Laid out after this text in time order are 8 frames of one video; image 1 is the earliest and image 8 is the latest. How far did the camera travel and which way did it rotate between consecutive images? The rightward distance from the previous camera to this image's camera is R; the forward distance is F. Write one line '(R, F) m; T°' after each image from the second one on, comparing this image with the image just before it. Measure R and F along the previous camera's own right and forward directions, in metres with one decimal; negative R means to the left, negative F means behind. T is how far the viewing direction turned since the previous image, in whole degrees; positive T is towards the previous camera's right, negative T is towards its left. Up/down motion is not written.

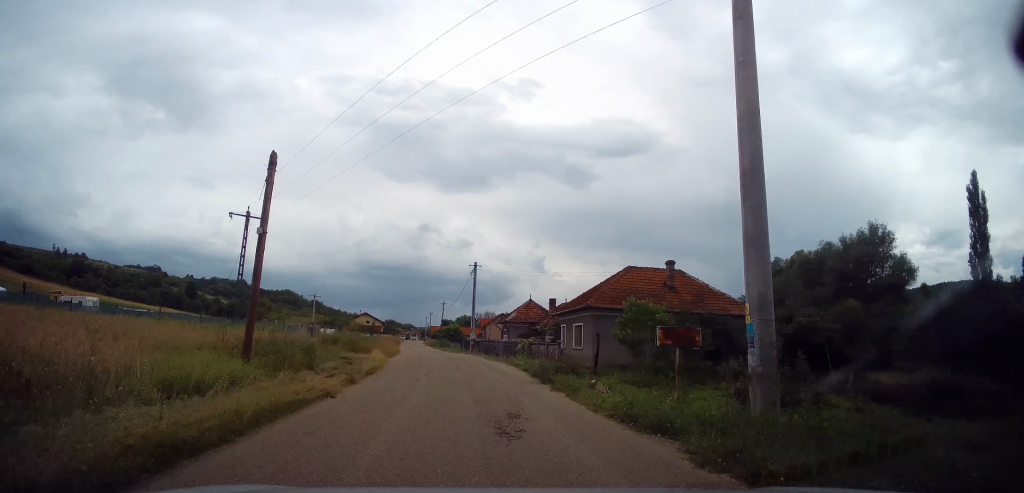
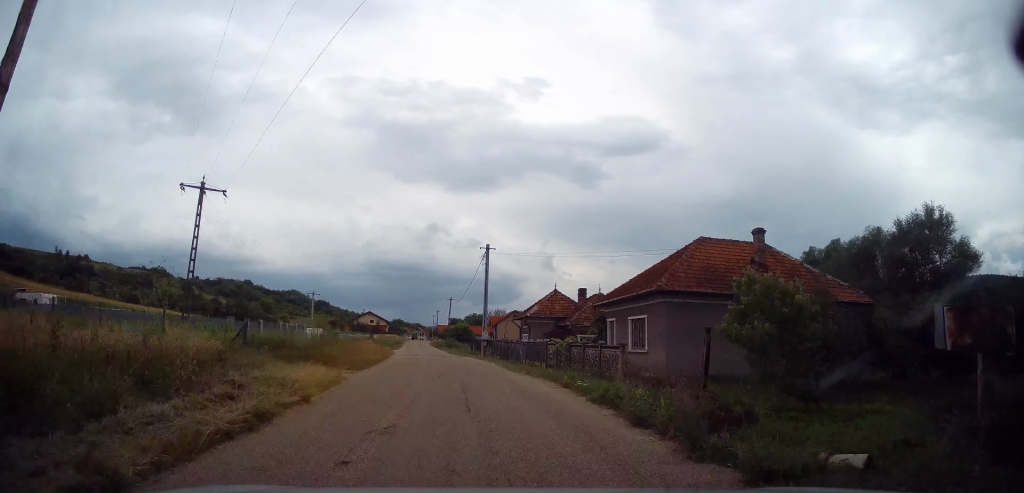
(-0.1, +10.2) m; -2°
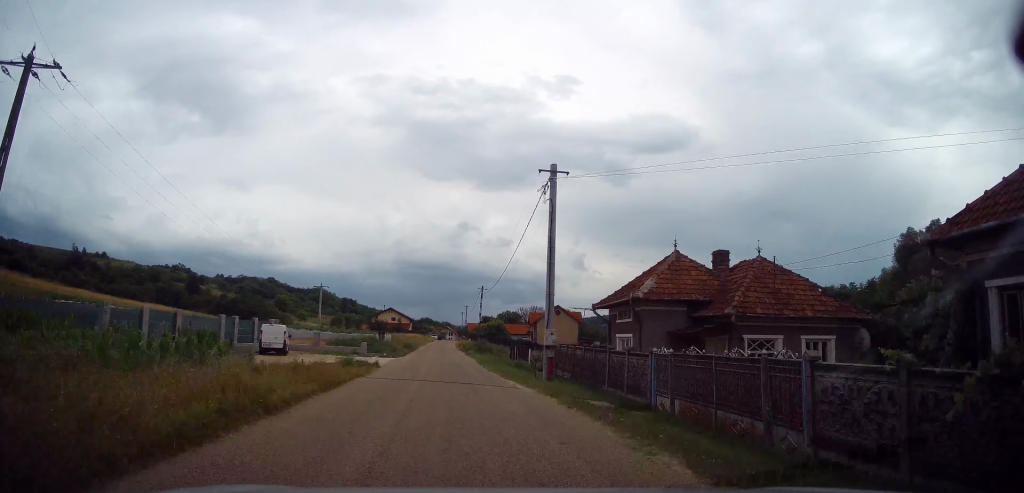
(-0.6, +19.1) m; -2°
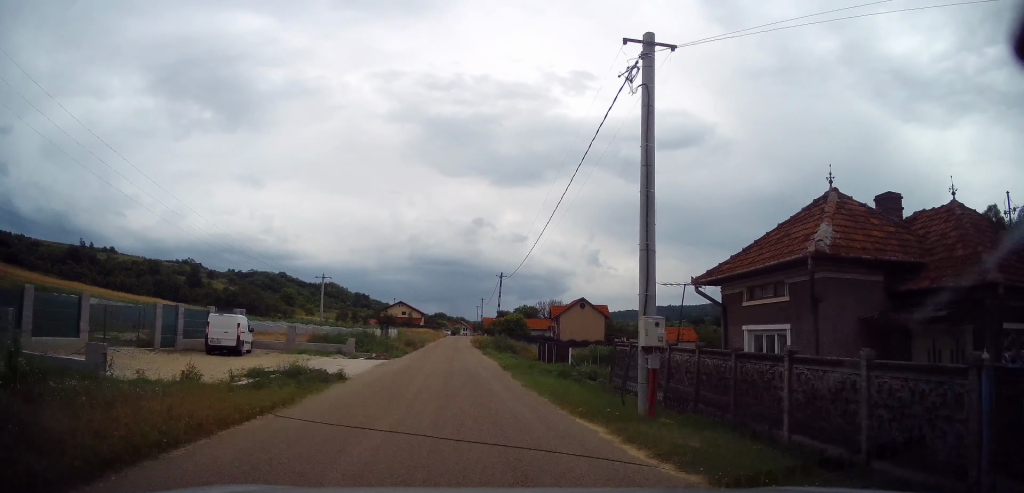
(0.0, +9.3) m; -1°
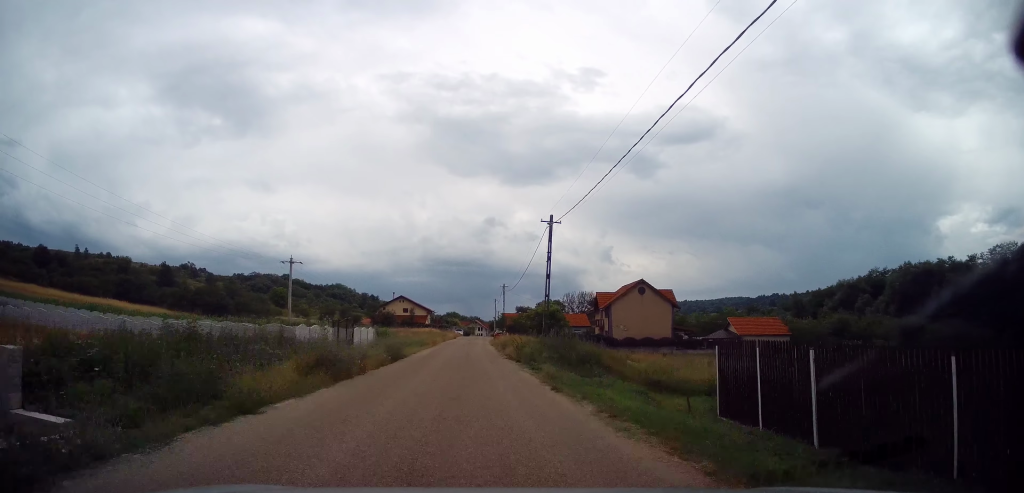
(-0.7, +25.1) m; -2°
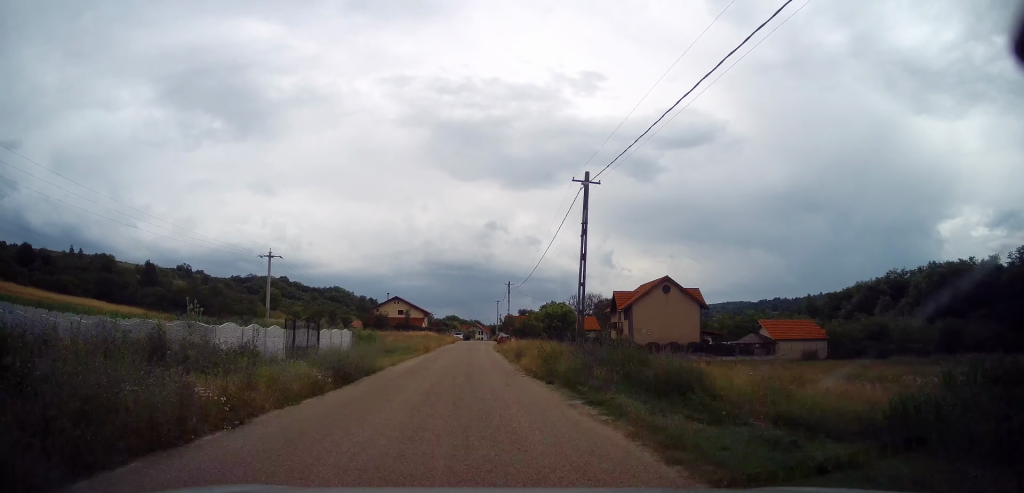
(0.0, +8.5) m; 0°
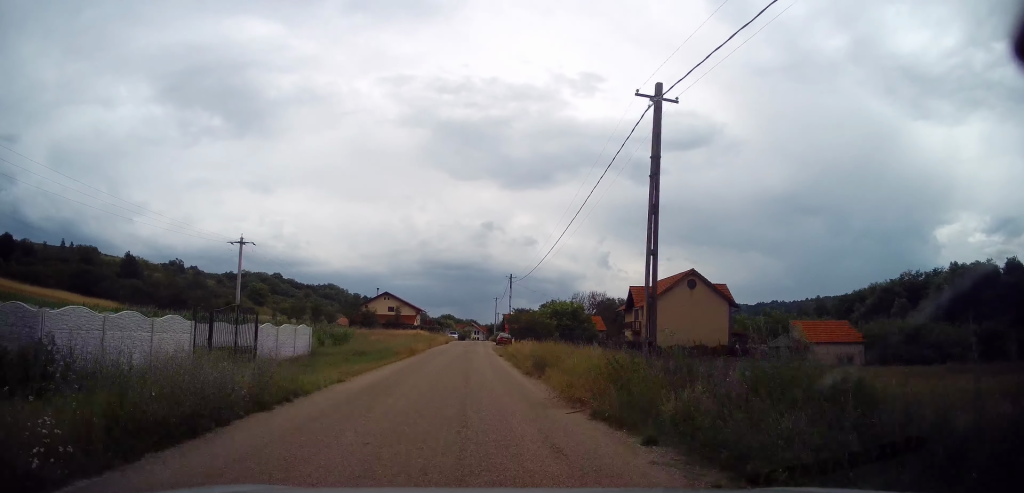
(0.0, +8.0) m; 0°
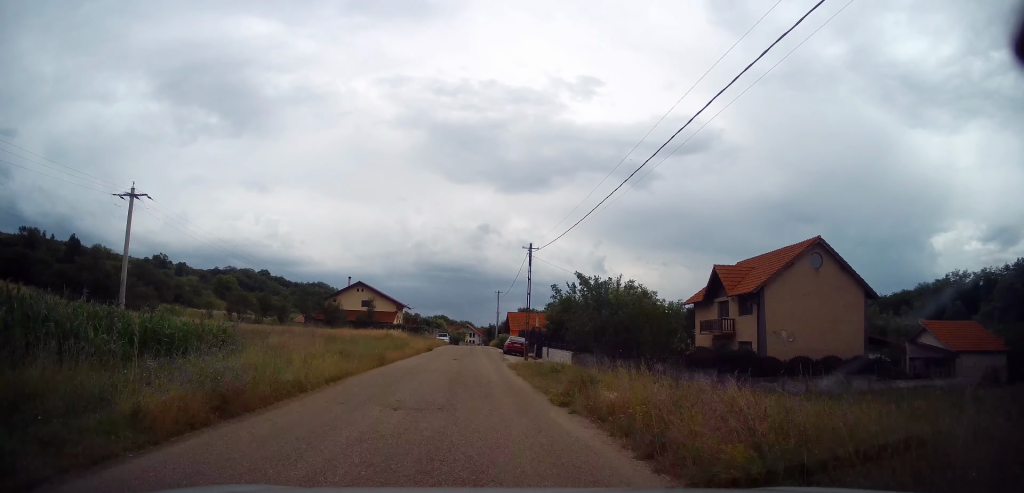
(+0.4, +20.7) m; +1°
